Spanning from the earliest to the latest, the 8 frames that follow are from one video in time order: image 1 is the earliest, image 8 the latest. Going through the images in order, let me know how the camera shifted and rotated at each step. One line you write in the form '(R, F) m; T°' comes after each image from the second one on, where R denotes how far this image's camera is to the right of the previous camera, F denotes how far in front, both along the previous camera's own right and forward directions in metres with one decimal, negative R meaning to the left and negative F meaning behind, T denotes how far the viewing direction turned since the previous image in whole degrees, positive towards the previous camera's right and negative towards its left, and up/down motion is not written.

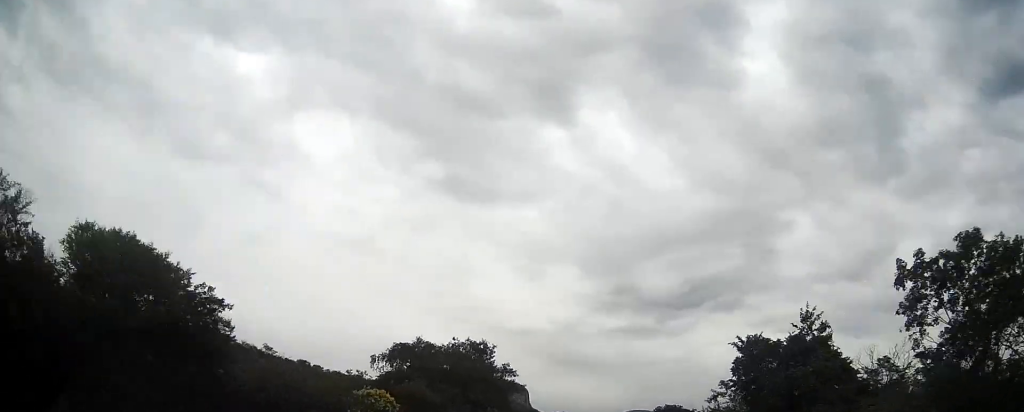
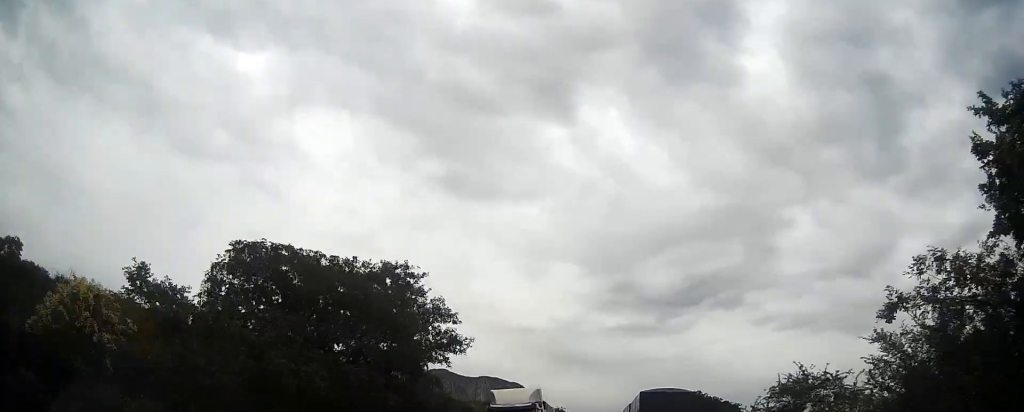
(-0.1, +22.7) m; 0°
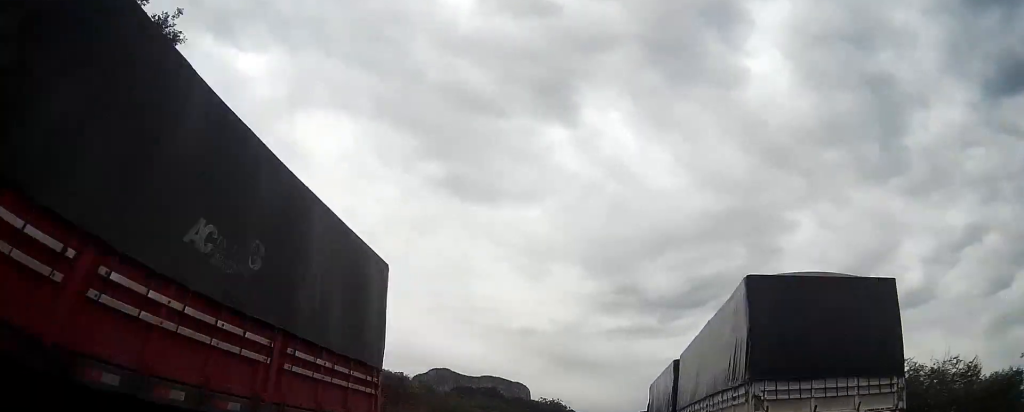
(-0.2, +24.4) m; 0°
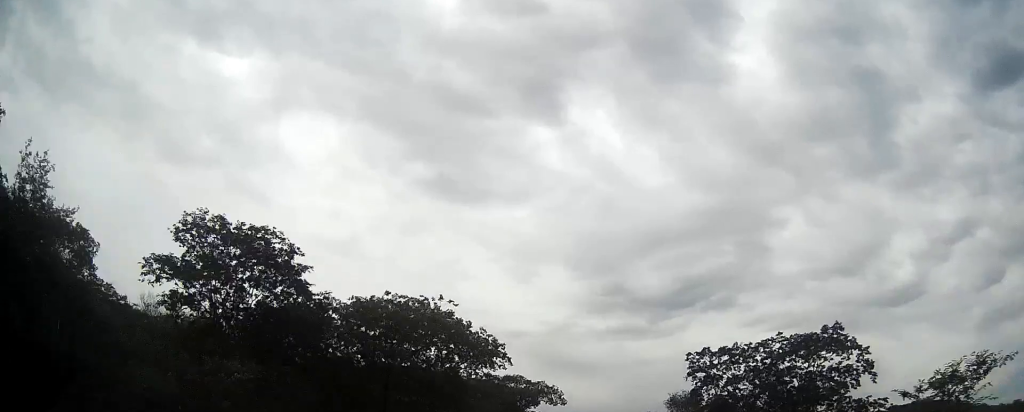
(+0.2, +68.8) m; 0°
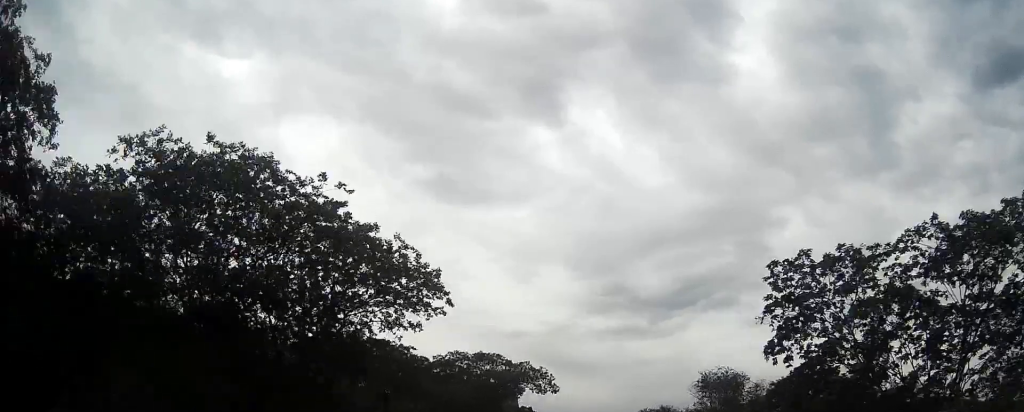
(0.0, +14.5) m; +1°
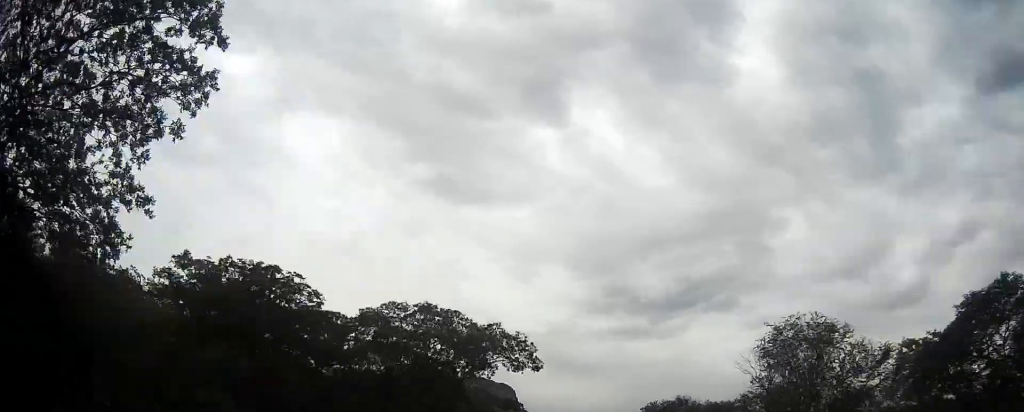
(+0.2, +13.2) m; 0°
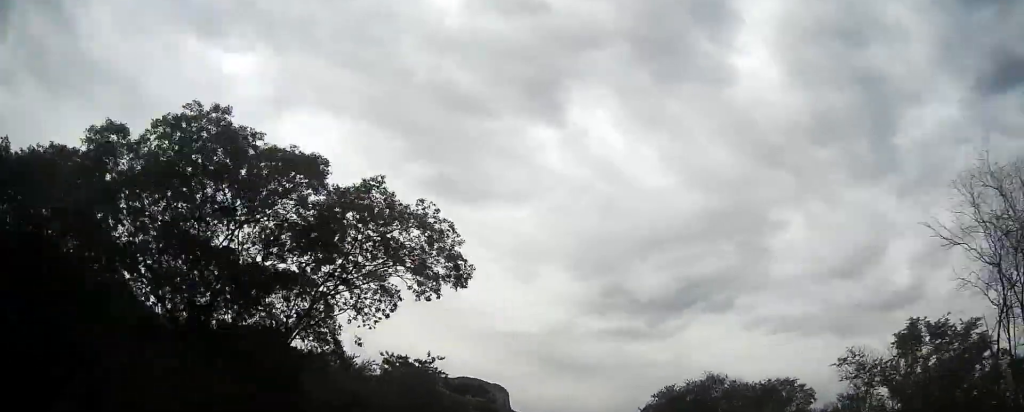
(+0.1, +17.5) m; 0°
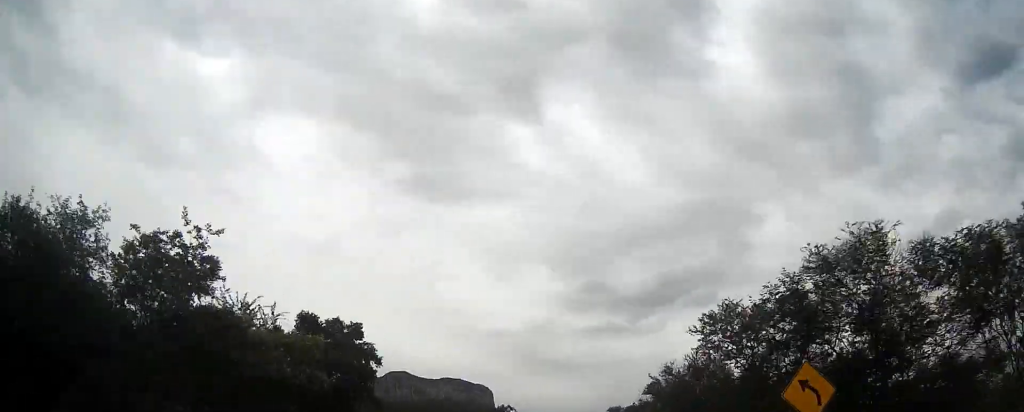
(+0.1, +23.9) m; 0°
